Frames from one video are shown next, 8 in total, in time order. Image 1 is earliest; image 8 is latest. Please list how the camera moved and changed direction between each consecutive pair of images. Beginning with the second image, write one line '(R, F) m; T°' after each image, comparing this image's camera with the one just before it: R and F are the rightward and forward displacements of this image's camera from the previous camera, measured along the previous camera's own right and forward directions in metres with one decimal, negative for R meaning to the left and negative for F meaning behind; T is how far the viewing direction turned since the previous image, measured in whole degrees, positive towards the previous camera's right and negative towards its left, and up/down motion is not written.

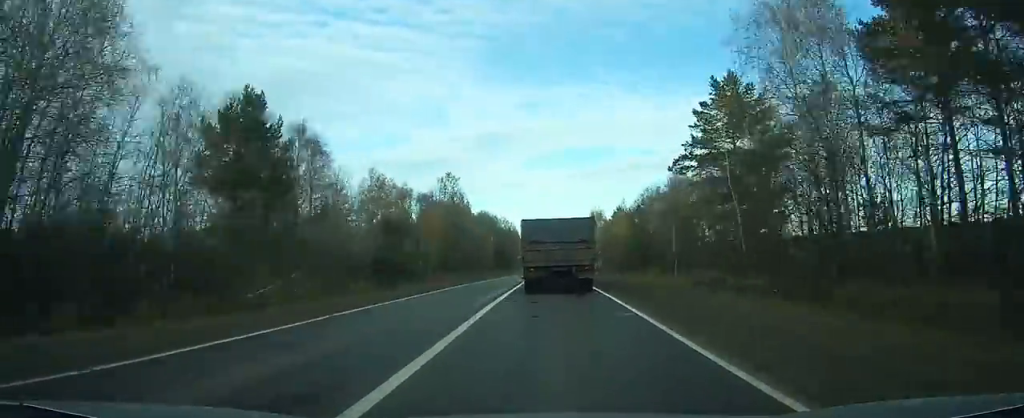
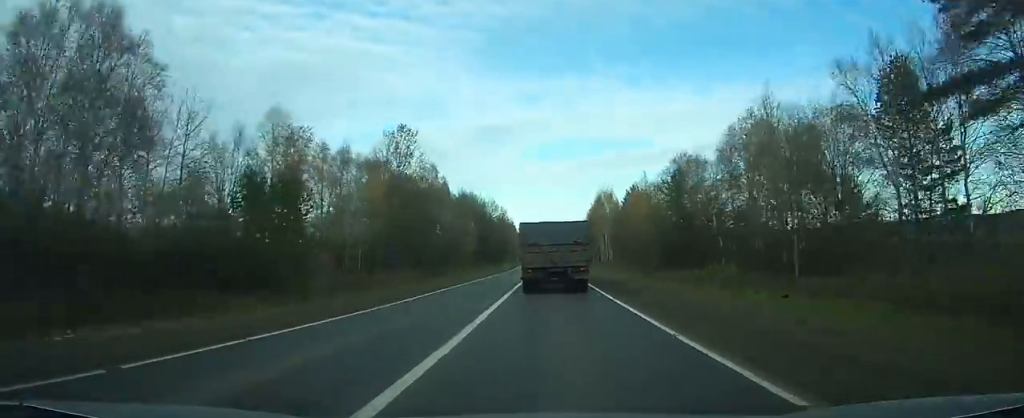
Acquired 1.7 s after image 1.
(+0.1, +34.6) m; 0°
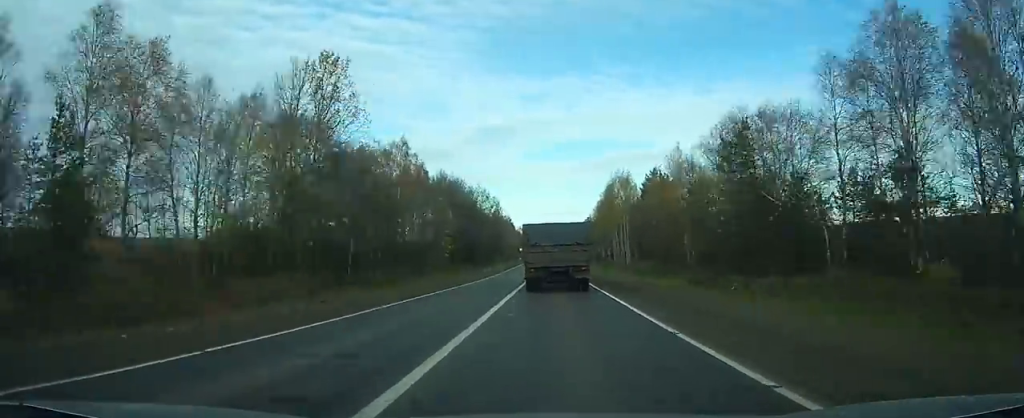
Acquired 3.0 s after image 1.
(0.0, +27.7) m; 0°
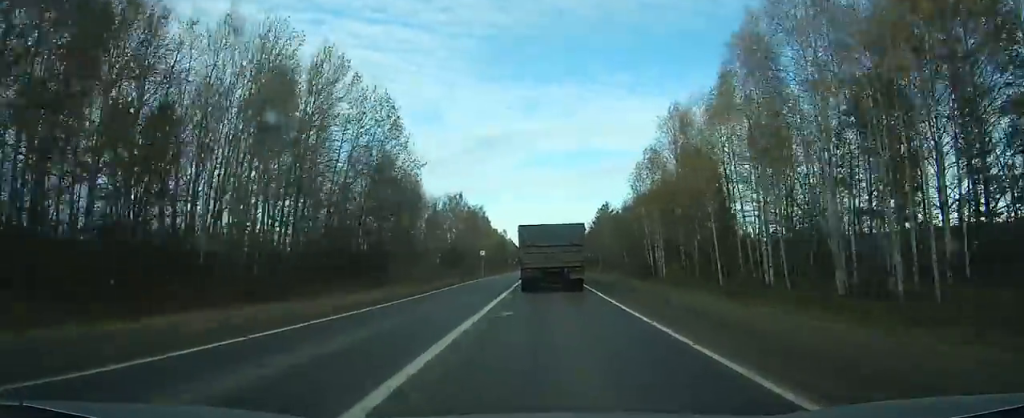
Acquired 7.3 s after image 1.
(+0.4, +91.1) m; +1°
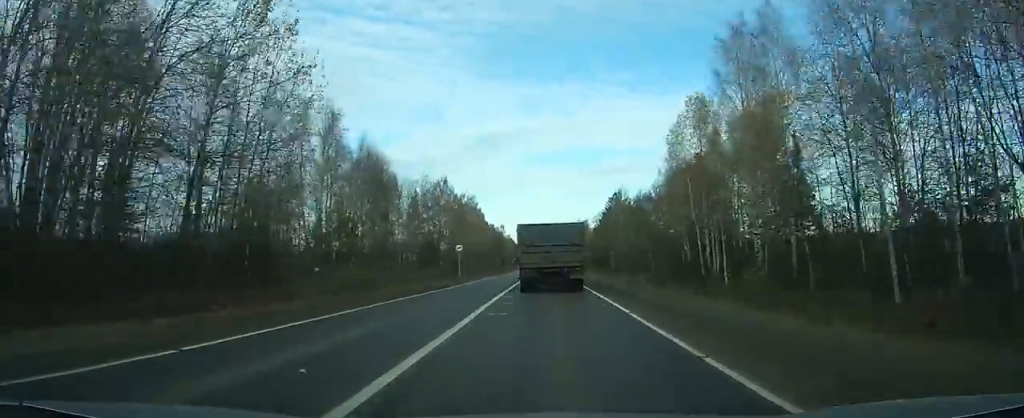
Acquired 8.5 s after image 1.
(0.0, +24.2) m; 0°
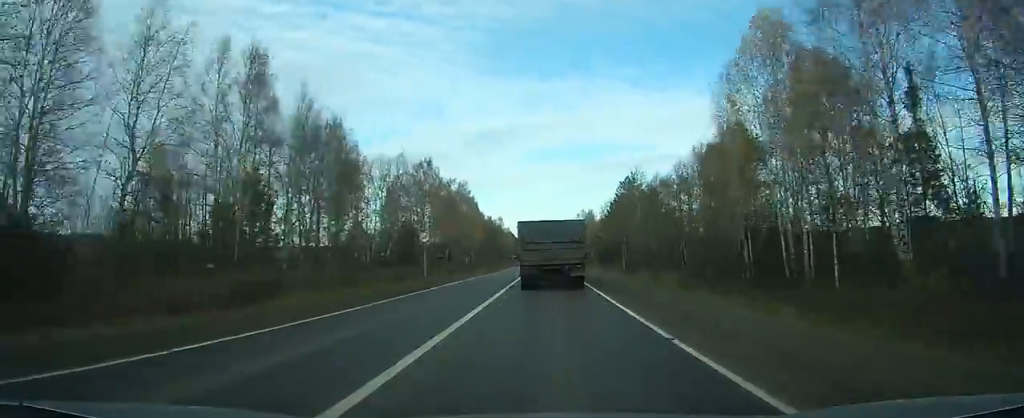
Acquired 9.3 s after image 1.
(0.0, +18.6) m; 0°
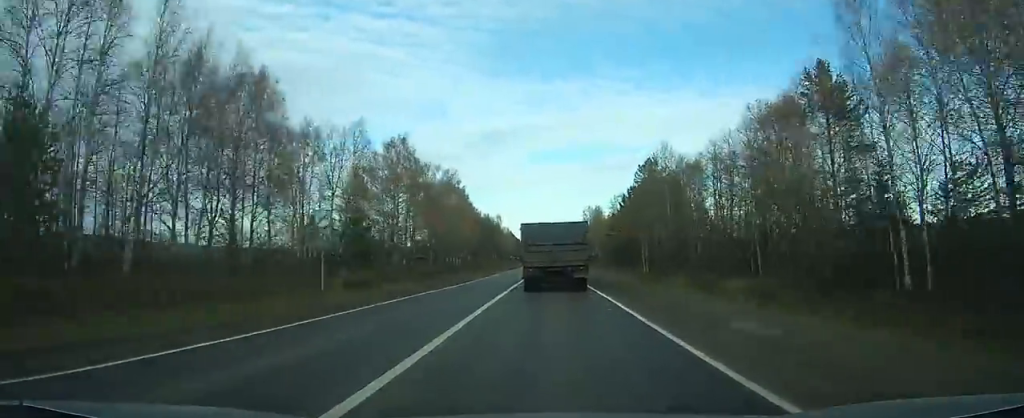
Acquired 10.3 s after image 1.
(0.0, +21.5) m; 0°
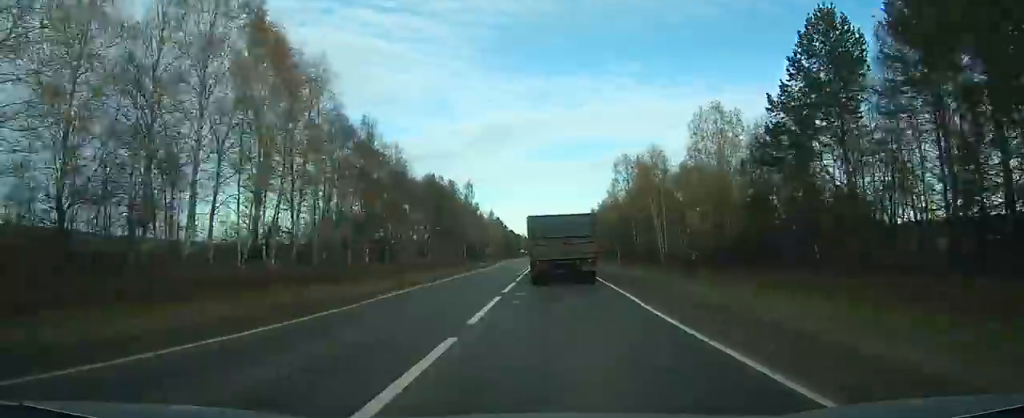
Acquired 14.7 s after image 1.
(-0.4, +94.2) m; 0°
